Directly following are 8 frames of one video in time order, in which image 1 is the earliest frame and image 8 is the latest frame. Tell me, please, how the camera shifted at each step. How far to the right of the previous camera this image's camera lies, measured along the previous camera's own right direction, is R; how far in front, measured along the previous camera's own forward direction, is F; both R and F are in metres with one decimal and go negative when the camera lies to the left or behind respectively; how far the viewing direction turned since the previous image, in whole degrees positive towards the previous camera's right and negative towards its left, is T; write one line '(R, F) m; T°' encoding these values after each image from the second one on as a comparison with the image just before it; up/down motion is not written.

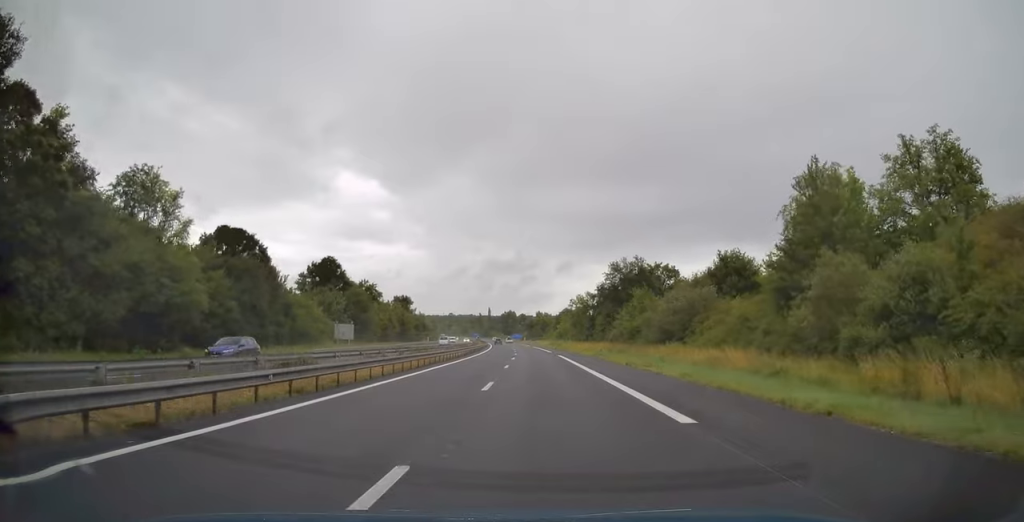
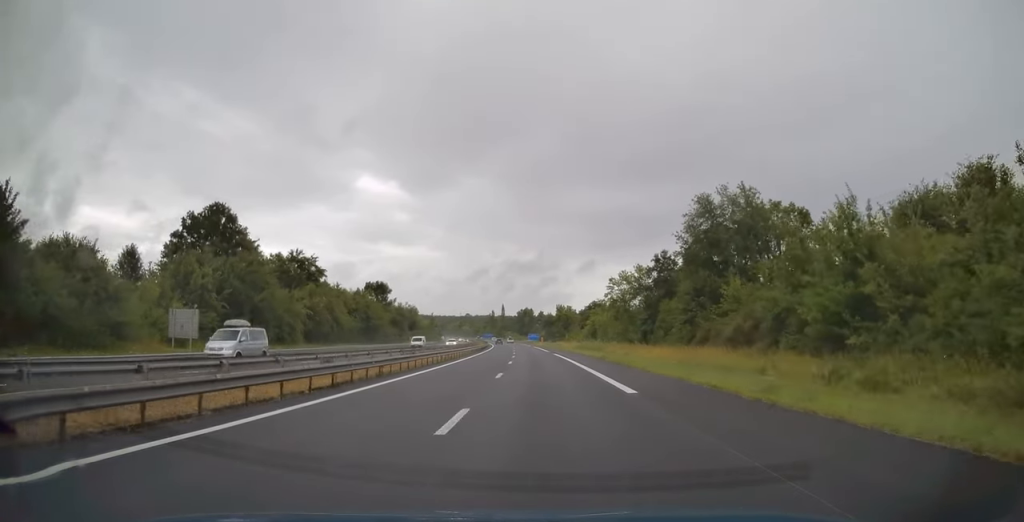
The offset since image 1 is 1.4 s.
(-0.4, +46.6) m; -1°
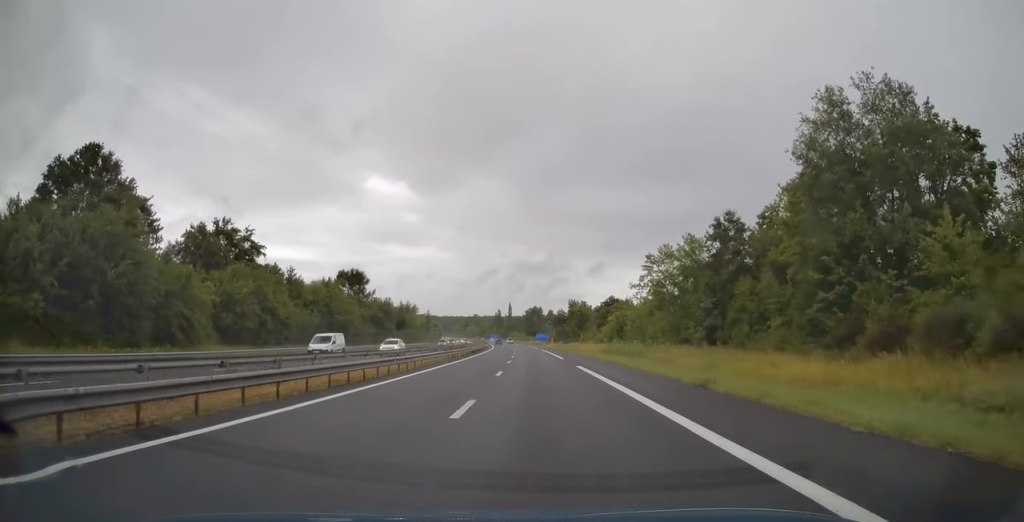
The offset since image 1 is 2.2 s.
(-0.1, +24.1) m; -1°
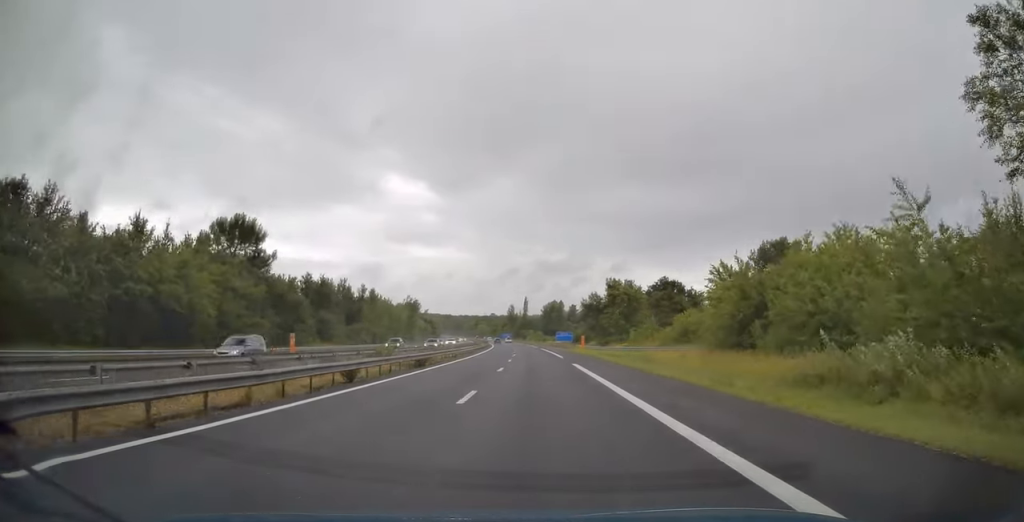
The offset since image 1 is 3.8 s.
(-0.9, +49.9) m; -2°
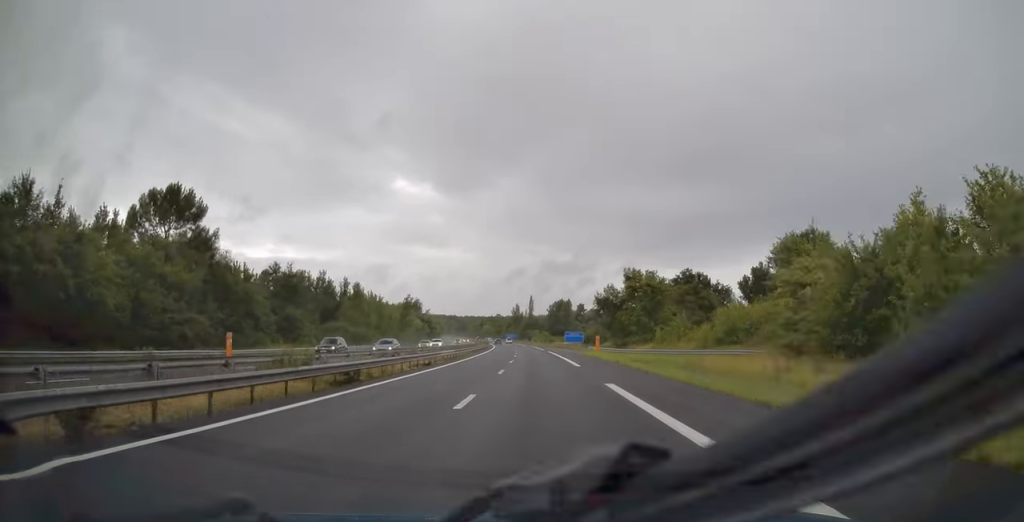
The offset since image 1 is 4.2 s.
(0.0, +13.9) m; -1°
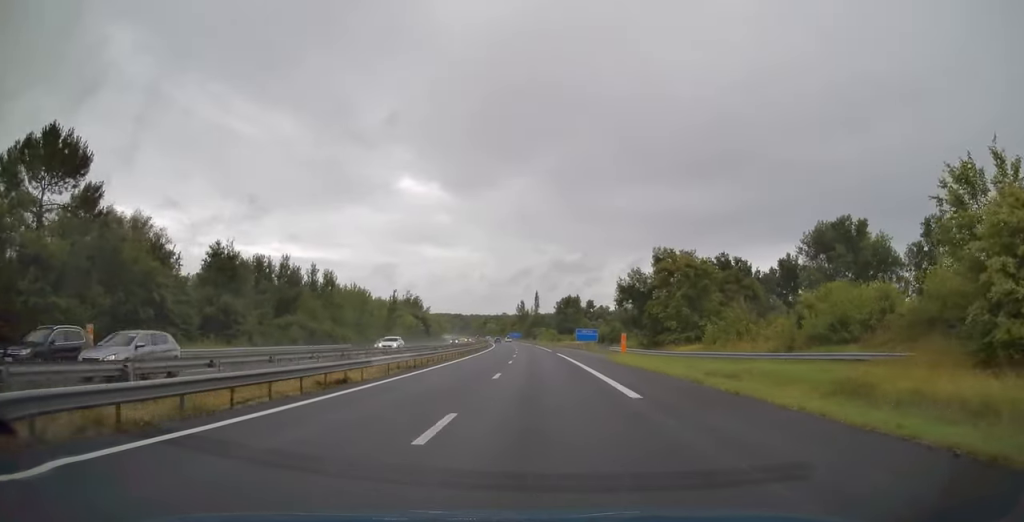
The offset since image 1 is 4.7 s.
(-0.1, +17.2) m; -1°
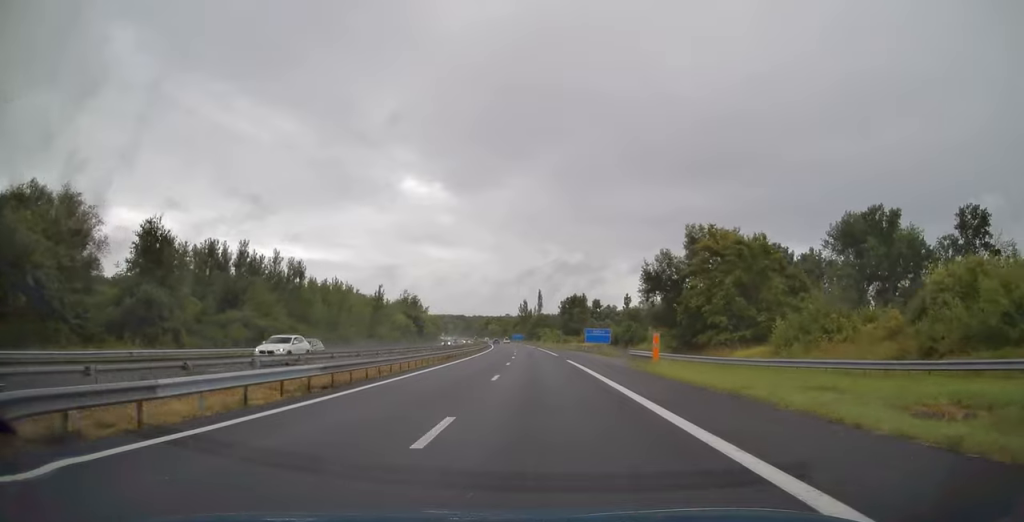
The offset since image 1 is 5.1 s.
(0.0, +13.4) m; -1°
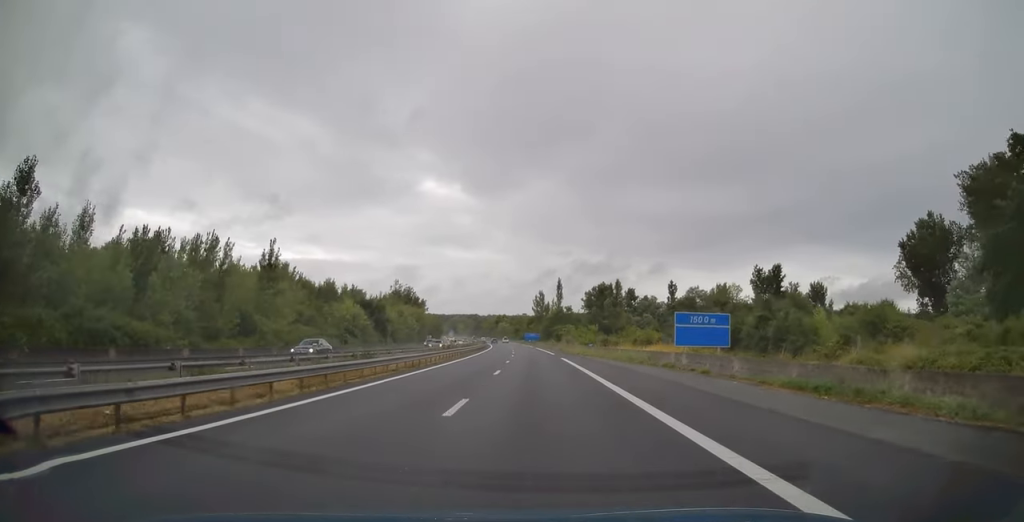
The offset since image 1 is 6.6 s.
(-0.8, +48.8) m; -2°
